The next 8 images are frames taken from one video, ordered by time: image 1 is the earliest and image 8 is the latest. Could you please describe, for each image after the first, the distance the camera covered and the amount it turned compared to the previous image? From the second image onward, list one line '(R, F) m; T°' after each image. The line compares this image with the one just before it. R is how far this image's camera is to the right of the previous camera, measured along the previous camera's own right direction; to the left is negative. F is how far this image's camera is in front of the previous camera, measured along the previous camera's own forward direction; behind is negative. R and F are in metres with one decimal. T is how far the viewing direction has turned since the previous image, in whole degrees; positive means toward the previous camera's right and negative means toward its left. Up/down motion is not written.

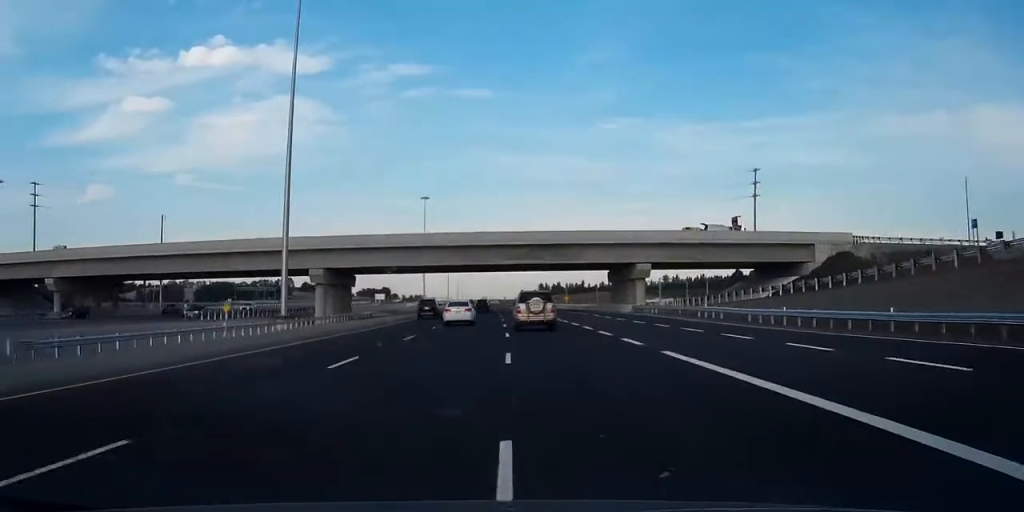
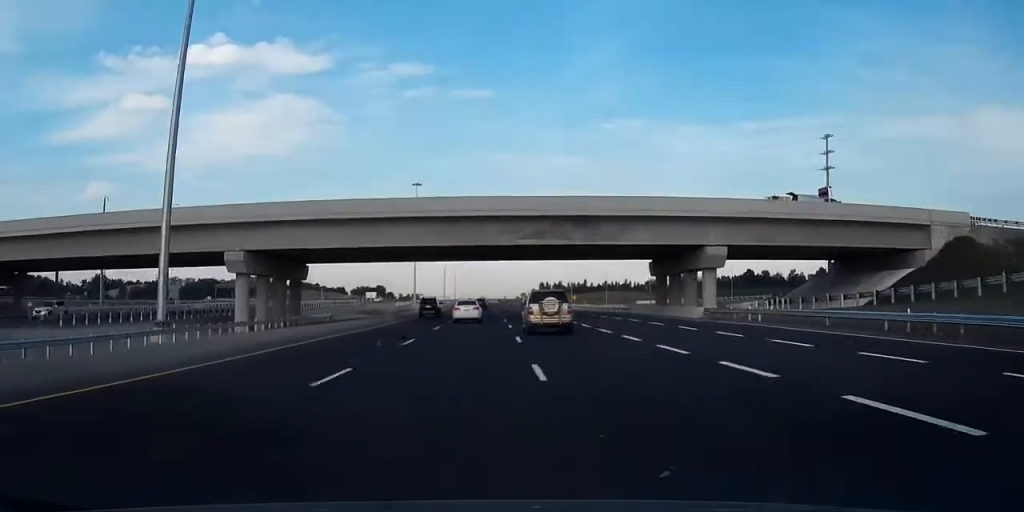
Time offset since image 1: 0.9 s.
(0.0, +27.1) m; 0°
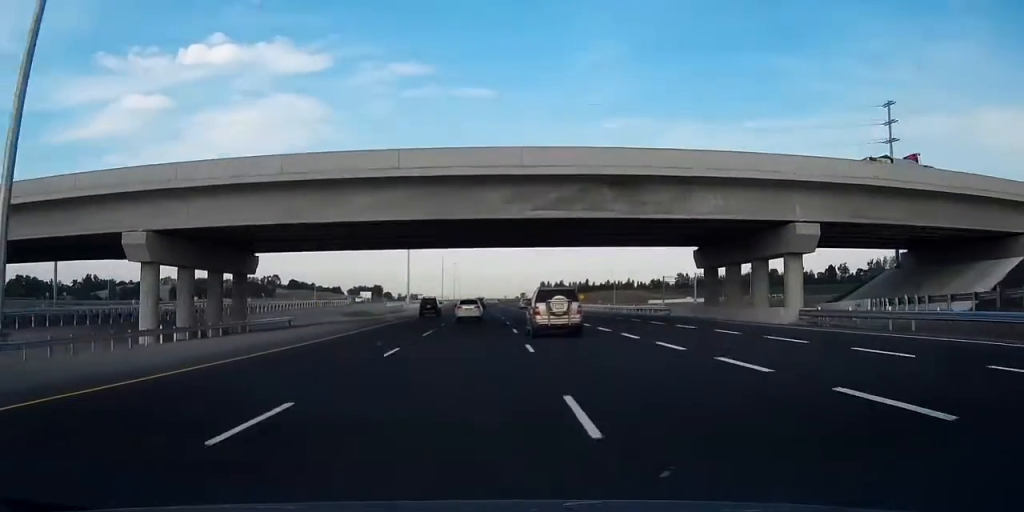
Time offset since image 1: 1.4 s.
(0.0, +16.8) m; 0°
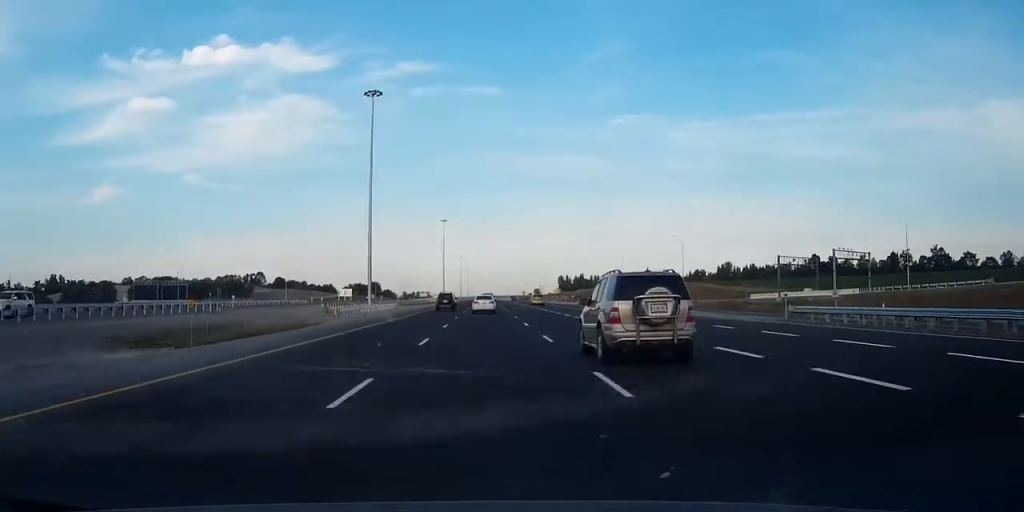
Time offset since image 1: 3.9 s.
(-0.1, +79.0) m; 0°
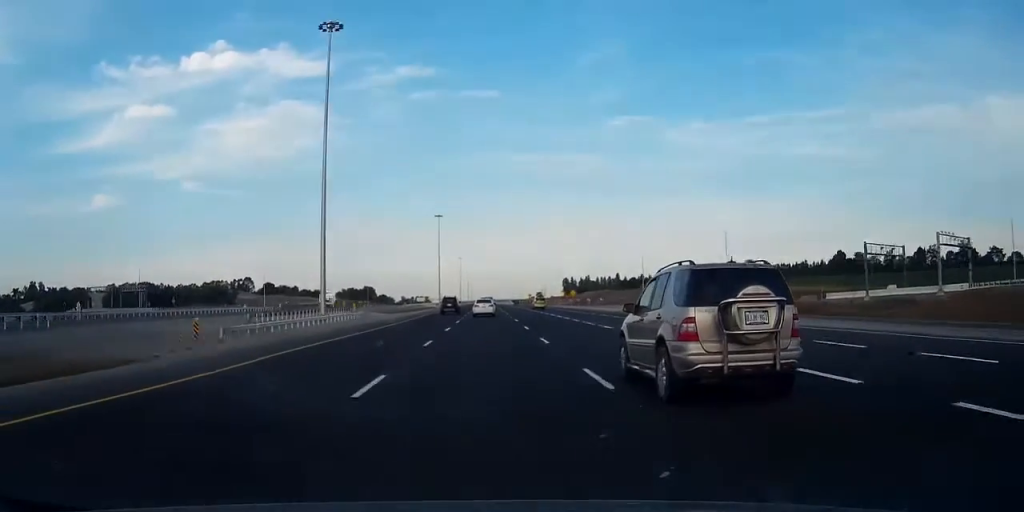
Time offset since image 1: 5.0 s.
(0.0, +34.0) m; 0°
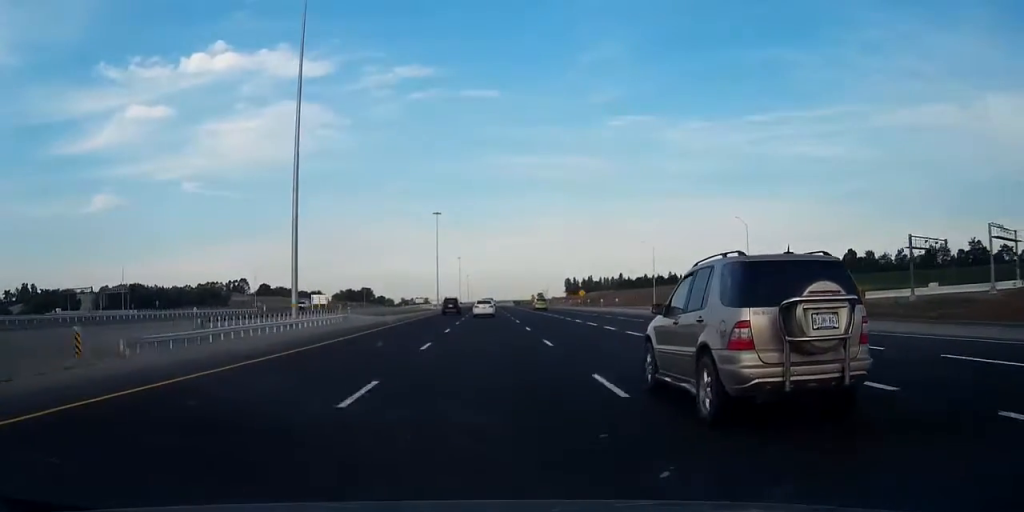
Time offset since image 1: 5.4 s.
(0.0, +12.8) m; 0°
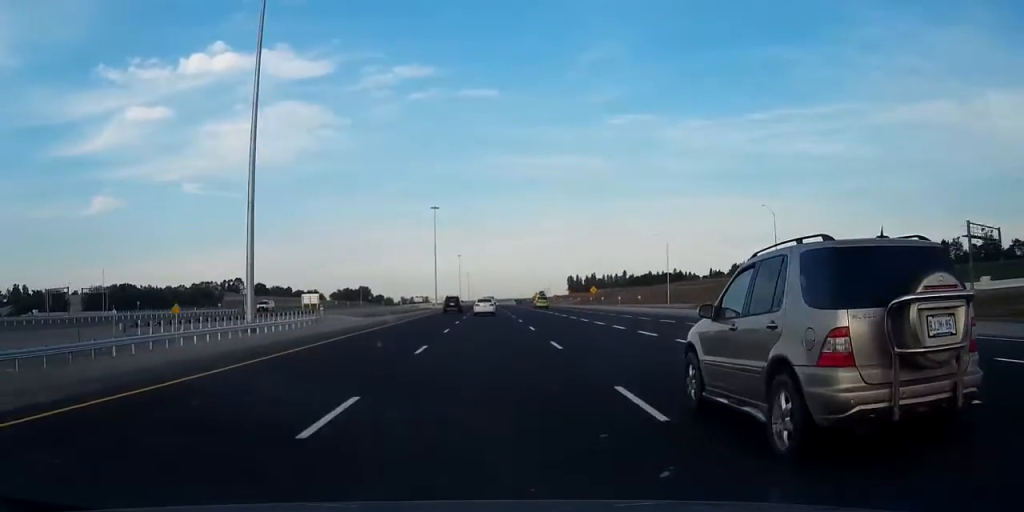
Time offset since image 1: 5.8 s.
(0.0, +13.9) m; 0°
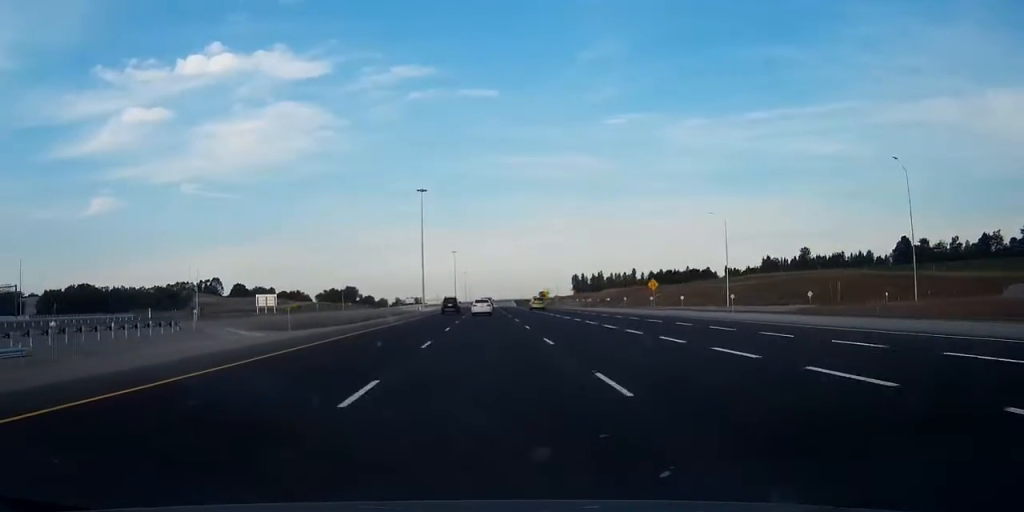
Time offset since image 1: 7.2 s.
(-0.2, +45.0) m; -1°
